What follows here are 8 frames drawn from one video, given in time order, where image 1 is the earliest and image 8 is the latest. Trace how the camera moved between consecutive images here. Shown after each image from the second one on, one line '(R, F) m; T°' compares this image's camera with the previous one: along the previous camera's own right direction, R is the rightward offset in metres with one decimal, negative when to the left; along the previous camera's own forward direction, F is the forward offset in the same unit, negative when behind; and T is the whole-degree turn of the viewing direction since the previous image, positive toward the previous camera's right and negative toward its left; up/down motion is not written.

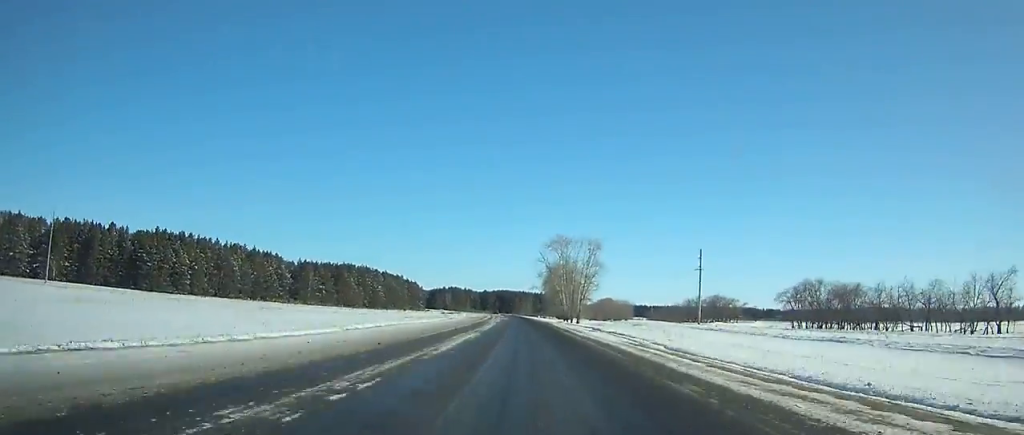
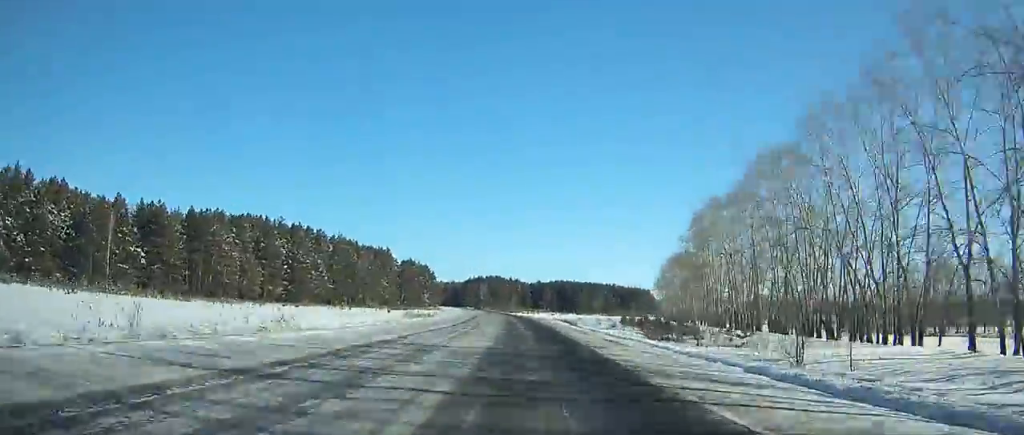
(-9.6, +196.0) m; -6°
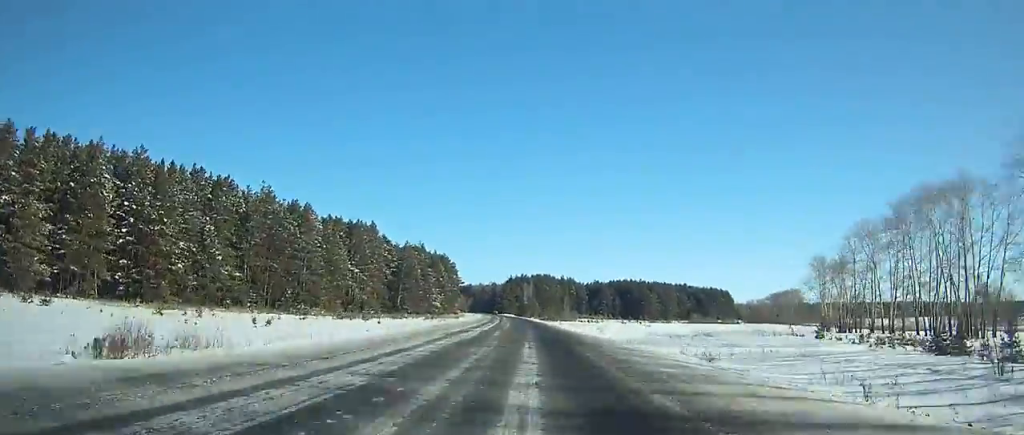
(-3.5, +95.7) m; -4°
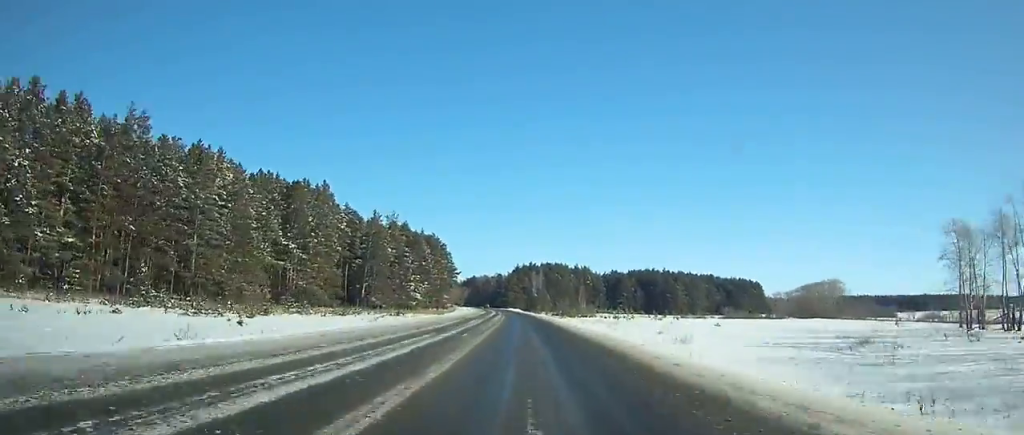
(-0.5, +47.8) m; -2°
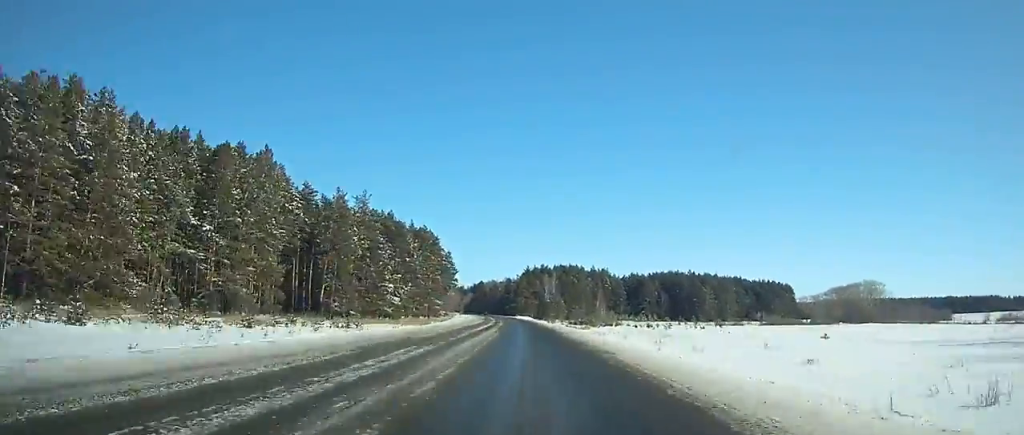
(-0.7, +33.9) m; -1°
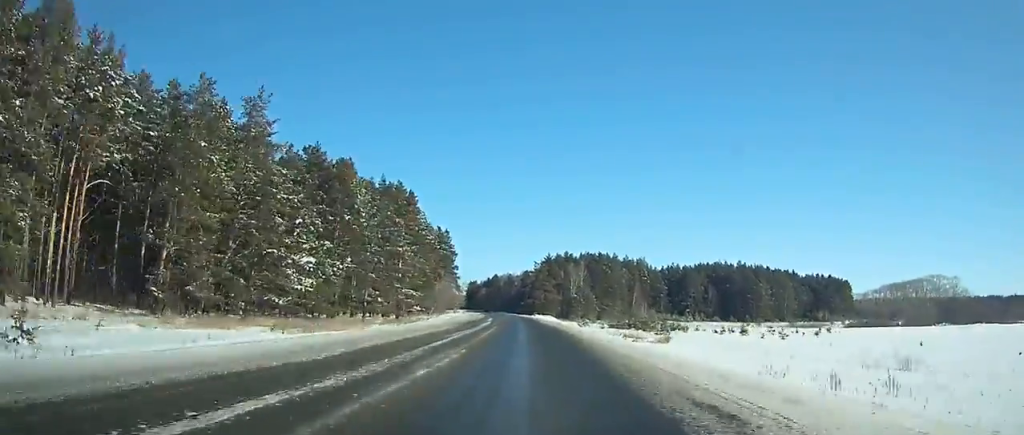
(-0.7, +51.9) m; -2°
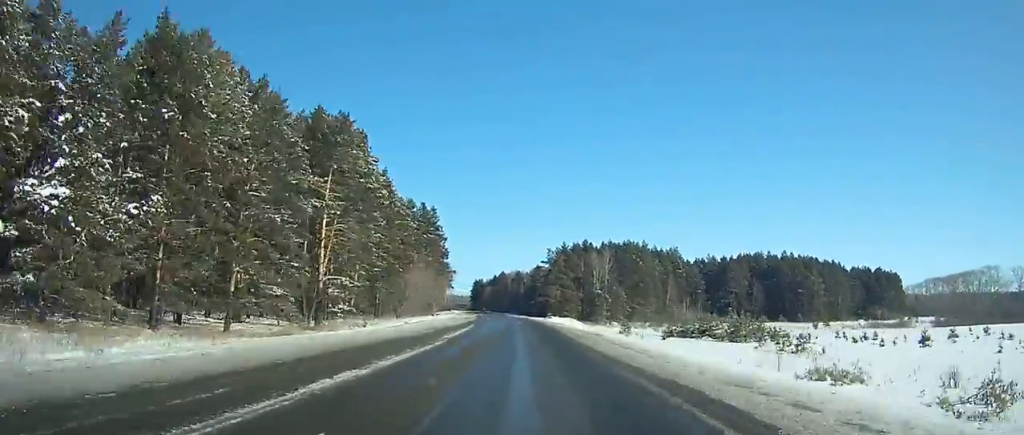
(-0.3, +40.2) m; -1°
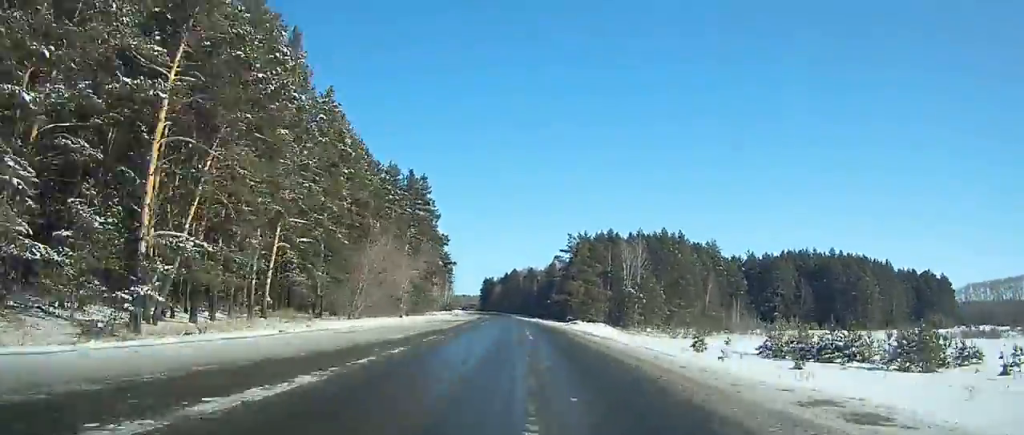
(-0.3, +28.7) m; -1°
